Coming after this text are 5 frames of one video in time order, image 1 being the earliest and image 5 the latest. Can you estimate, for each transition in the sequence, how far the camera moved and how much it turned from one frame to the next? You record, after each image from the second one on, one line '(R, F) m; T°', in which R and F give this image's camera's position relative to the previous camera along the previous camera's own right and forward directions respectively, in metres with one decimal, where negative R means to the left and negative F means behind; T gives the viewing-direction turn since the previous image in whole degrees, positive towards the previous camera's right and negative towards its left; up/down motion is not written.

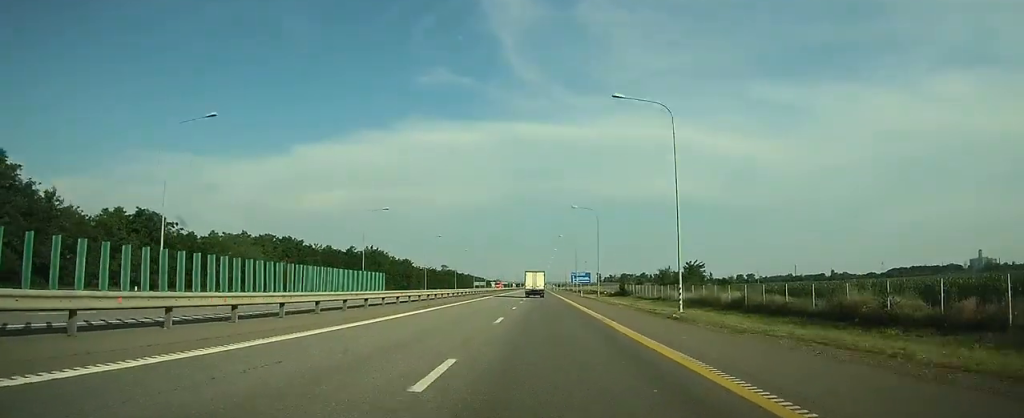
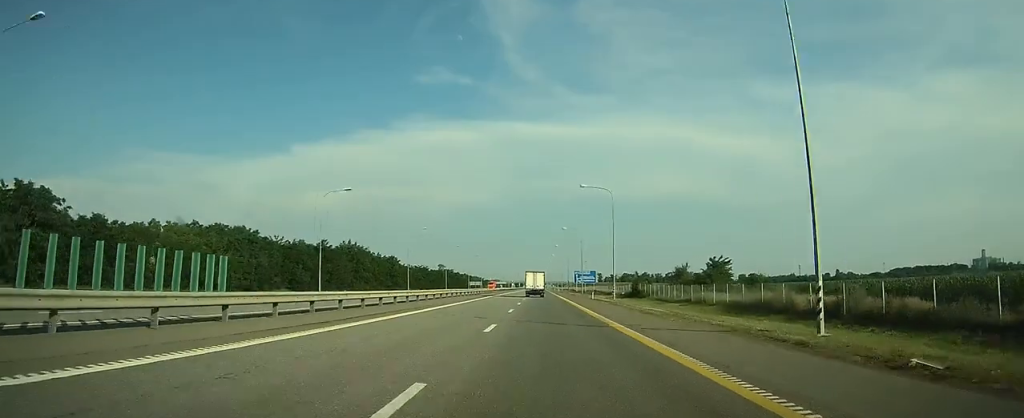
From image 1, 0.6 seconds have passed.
(0.0, +15.4) m; 0°
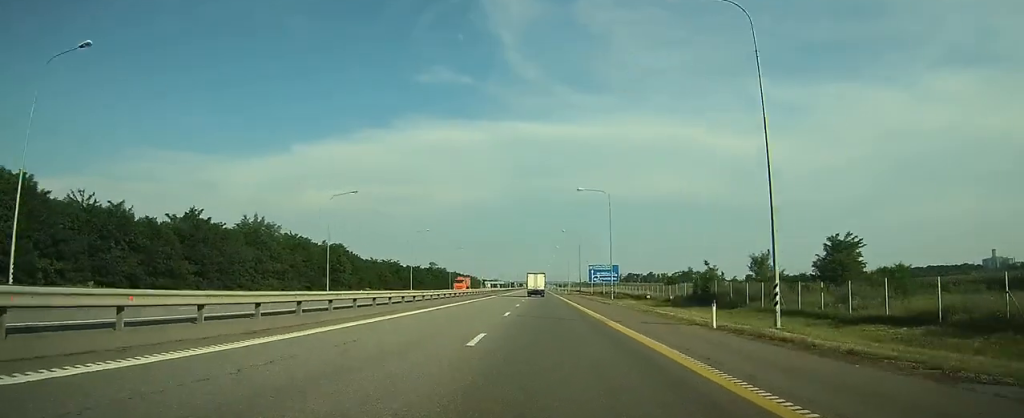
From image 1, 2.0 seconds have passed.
(0.0, +39.9) m; 0°
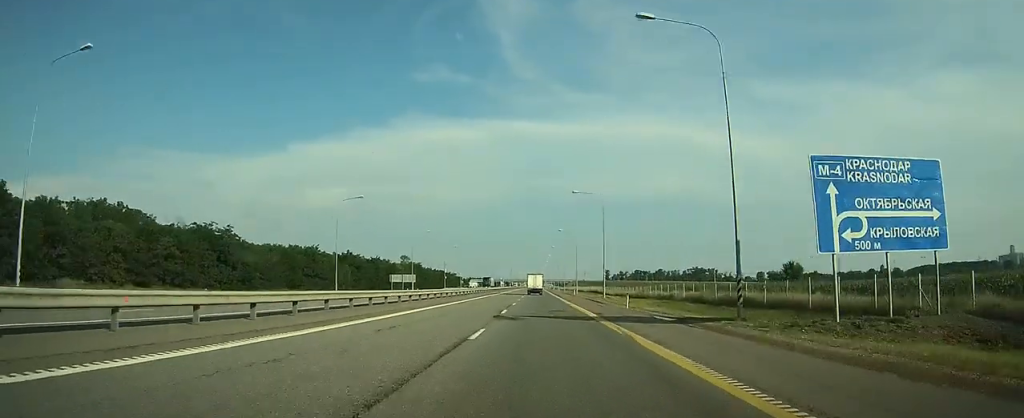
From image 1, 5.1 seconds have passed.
(+0.2, +83.6) m; 0°
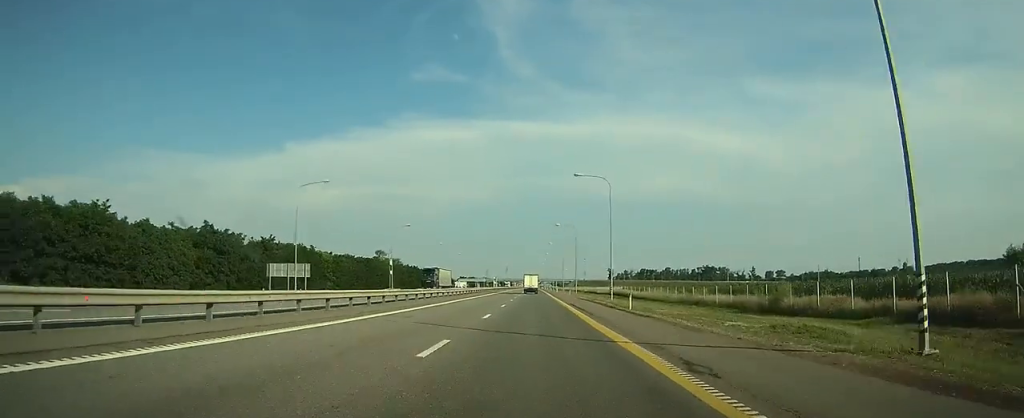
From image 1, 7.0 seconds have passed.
(+0.3, +52.4) m; 0°
